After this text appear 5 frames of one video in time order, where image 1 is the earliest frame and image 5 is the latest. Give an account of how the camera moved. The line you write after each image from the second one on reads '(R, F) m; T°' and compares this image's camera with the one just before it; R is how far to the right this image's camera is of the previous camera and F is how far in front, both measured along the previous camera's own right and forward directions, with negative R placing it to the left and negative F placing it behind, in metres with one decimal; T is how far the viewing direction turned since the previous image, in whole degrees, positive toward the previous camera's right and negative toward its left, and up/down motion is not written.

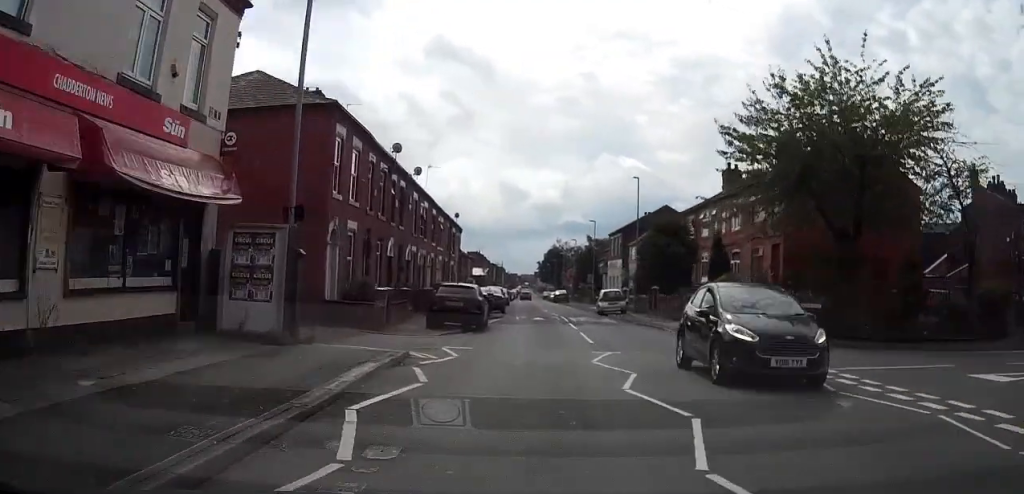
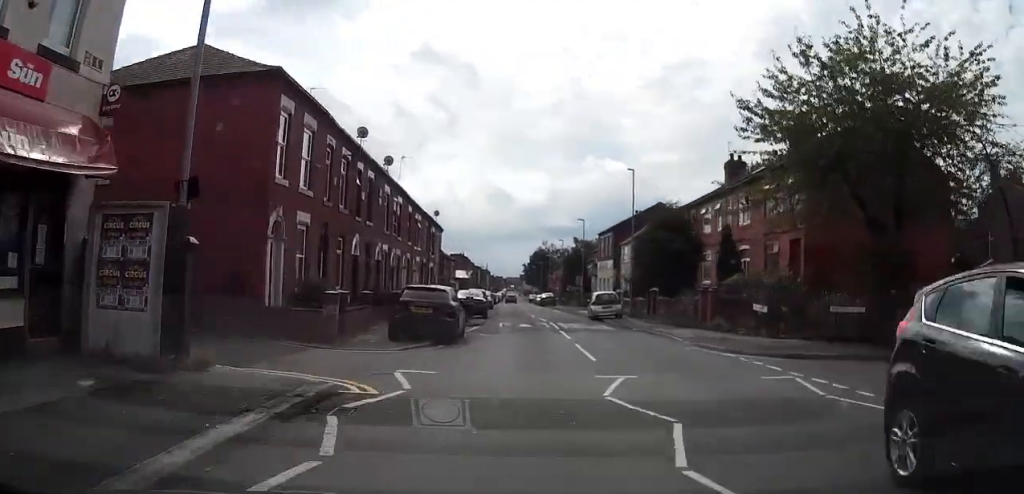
(0.0, +4.1) m; +1°
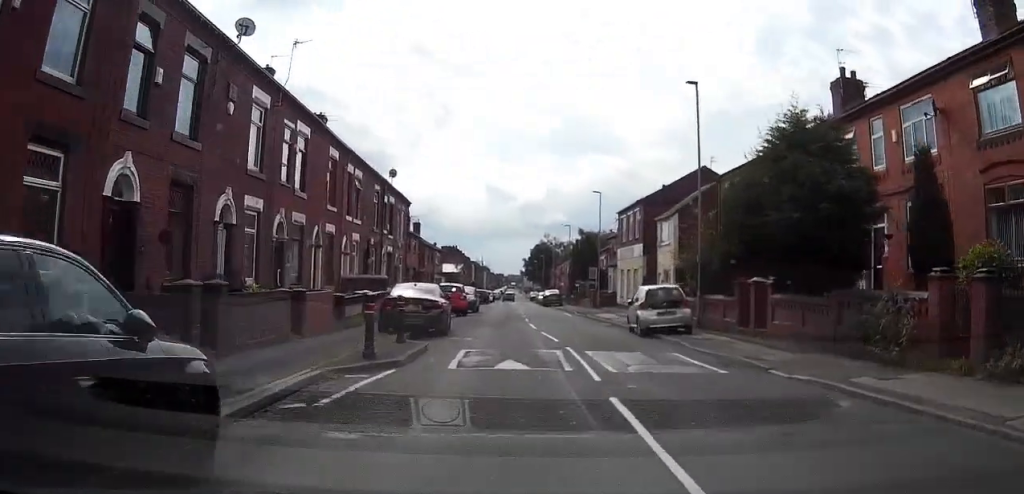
(+0.5, +16.7) m; +3°
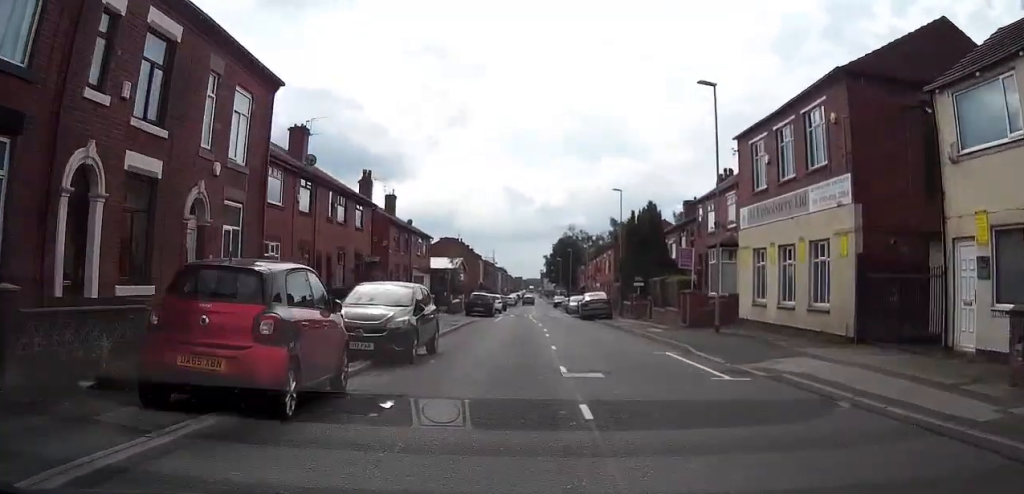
(+0.5, +30.1) m; +2°
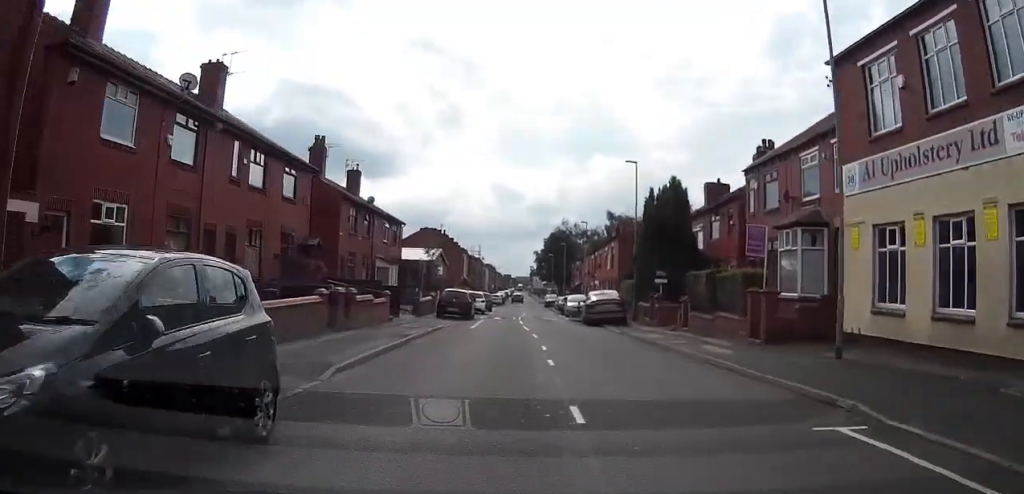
(+0.1, +9.9) m; +2°
